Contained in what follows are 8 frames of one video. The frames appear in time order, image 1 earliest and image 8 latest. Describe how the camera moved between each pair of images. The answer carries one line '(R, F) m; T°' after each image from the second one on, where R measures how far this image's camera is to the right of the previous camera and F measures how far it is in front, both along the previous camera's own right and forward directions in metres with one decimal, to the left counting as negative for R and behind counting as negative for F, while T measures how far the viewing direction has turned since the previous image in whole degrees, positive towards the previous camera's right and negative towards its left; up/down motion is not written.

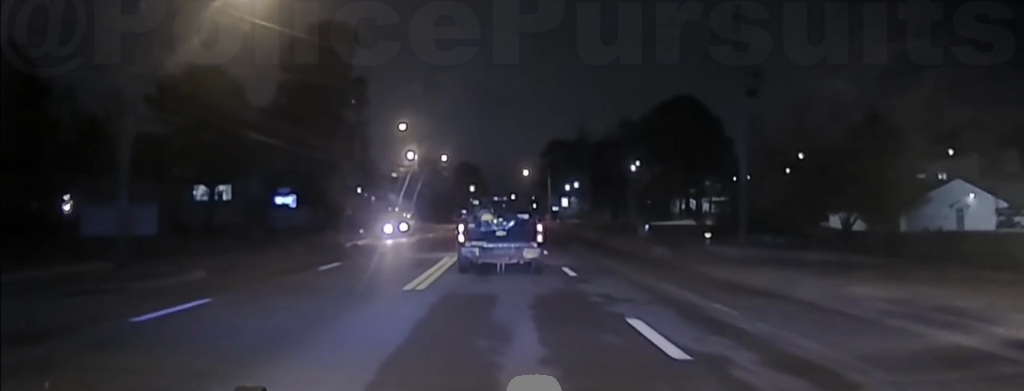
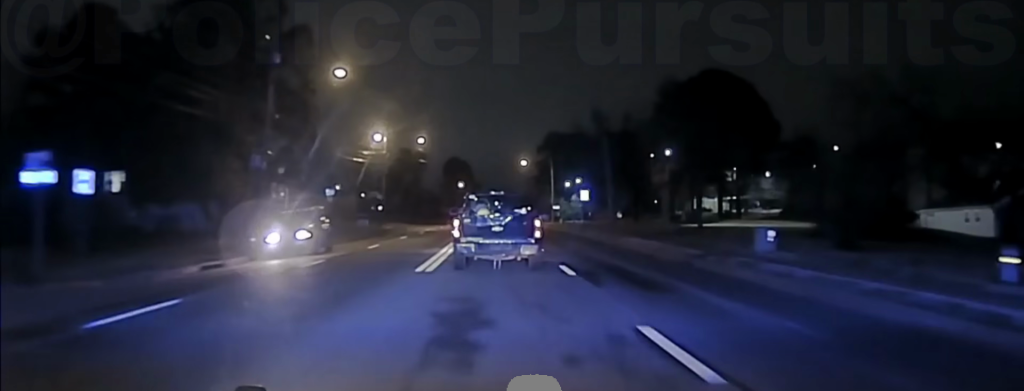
(-0.4, +20.8) m; -1°
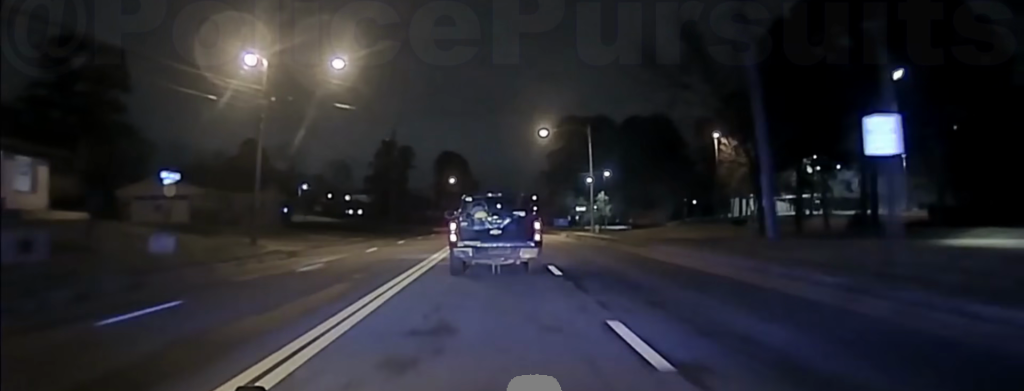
(+1.0, +45.0) m; +2°
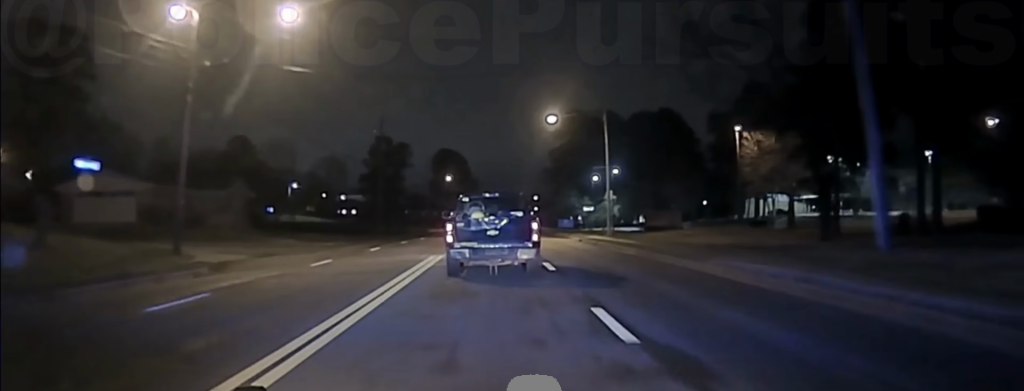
(0.0, +11.0) m; 0°
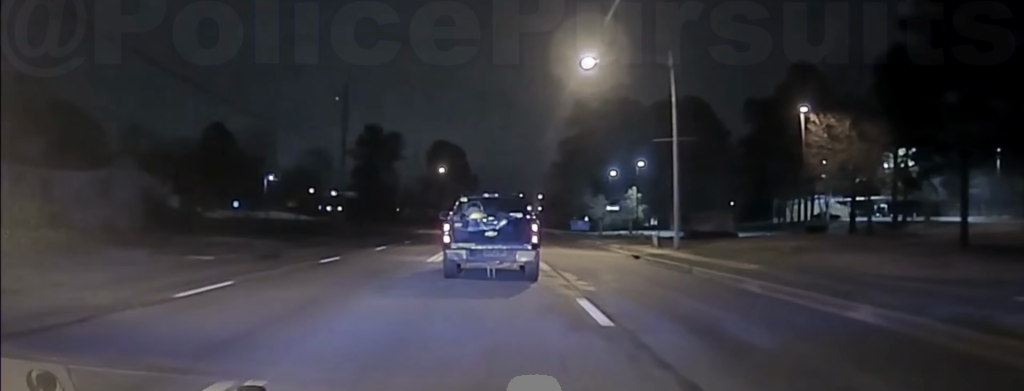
(0.0, +26.3) m; 0°
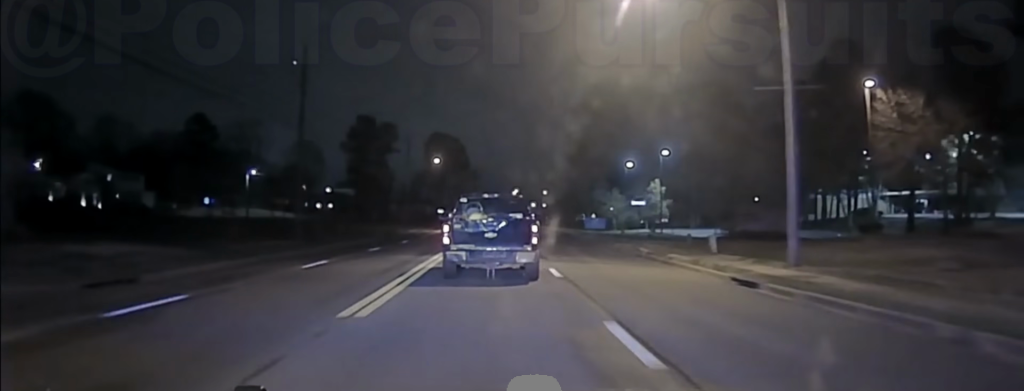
(0.0, +16.3) m; 0°
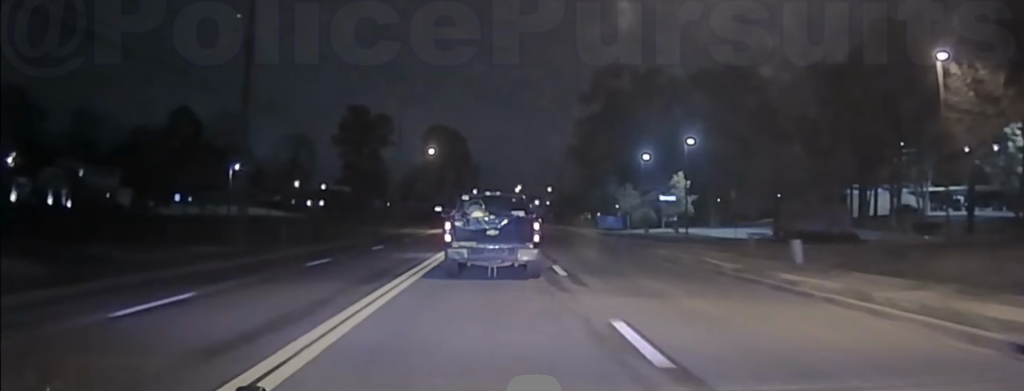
(0.0, +12.7) m; 0°
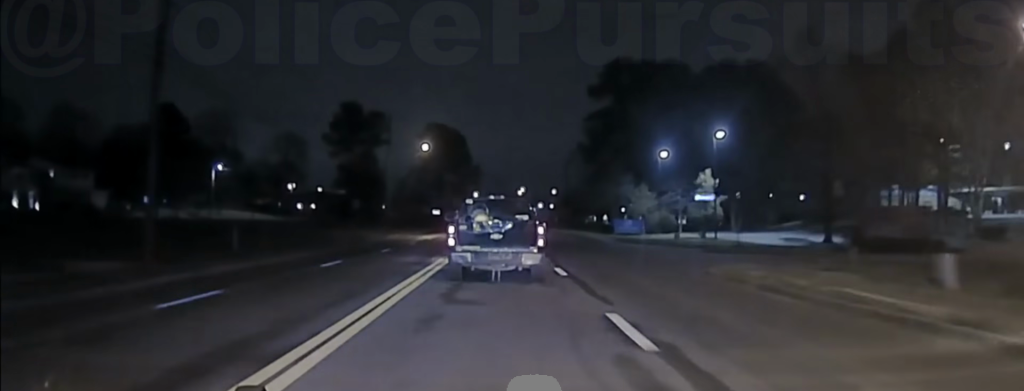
(0.0, +10.5) m; -1°
